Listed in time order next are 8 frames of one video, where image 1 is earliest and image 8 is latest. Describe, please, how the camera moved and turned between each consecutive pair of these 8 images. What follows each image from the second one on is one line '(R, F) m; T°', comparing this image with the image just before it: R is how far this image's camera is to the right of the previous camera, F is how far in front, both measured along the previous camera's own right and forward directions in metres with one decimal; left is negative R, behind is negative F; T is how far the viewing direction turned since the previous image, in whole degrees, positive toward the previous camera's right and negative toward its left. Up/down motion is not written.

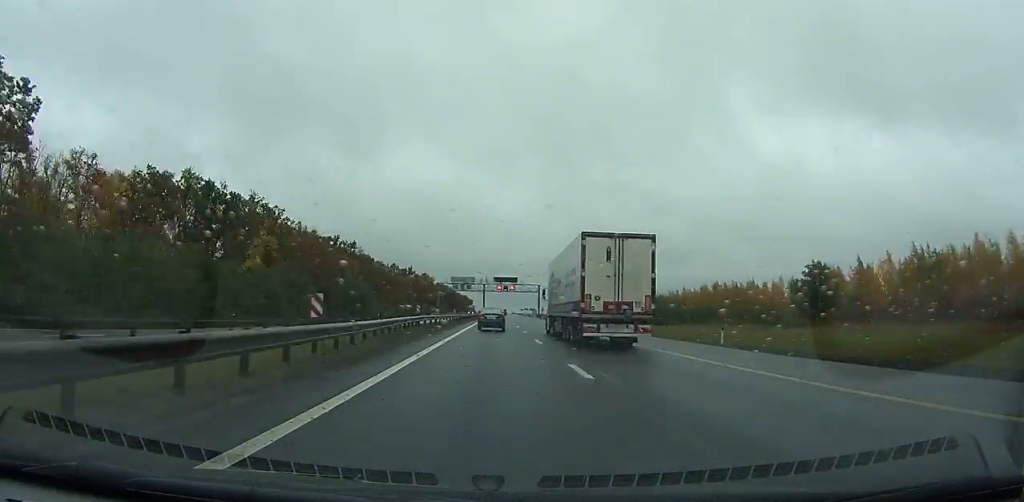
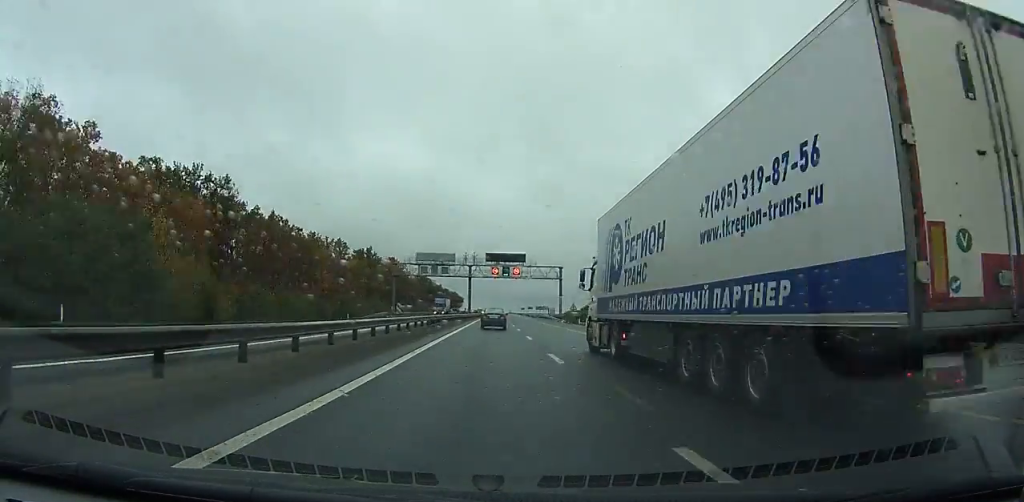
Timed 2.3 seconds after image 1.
(+0.1, +67.8) m; 0°
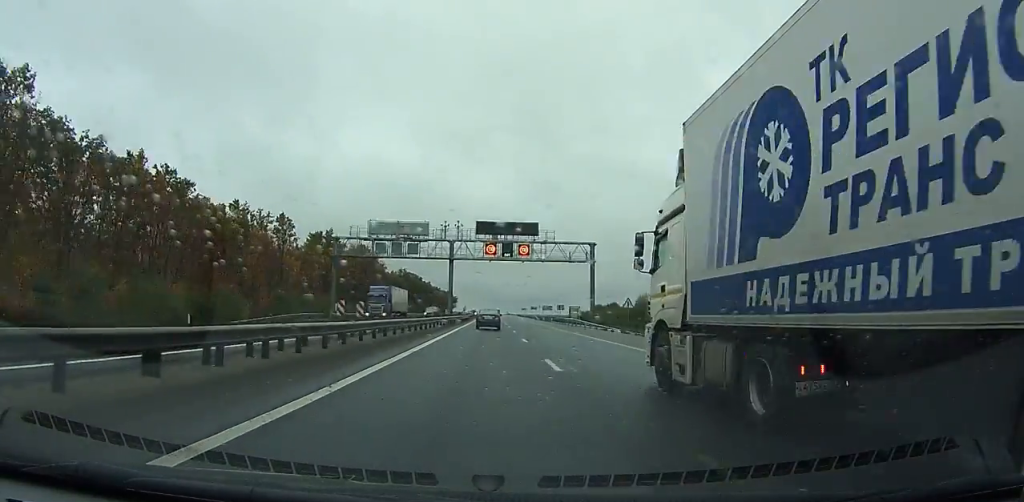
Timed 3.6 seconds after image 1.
(+0.1, +38.9) m; 0°
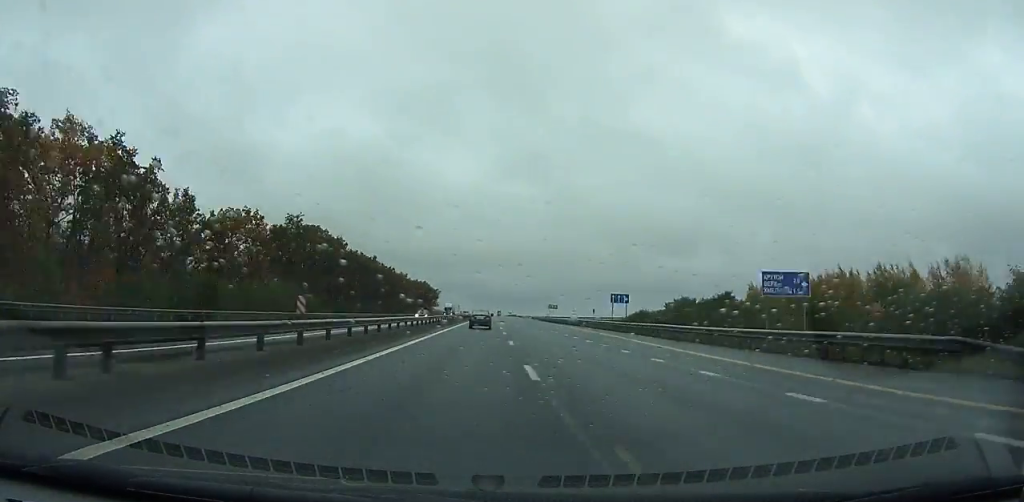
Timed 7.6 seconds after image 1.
(+0.3, +121.8) m; 0°
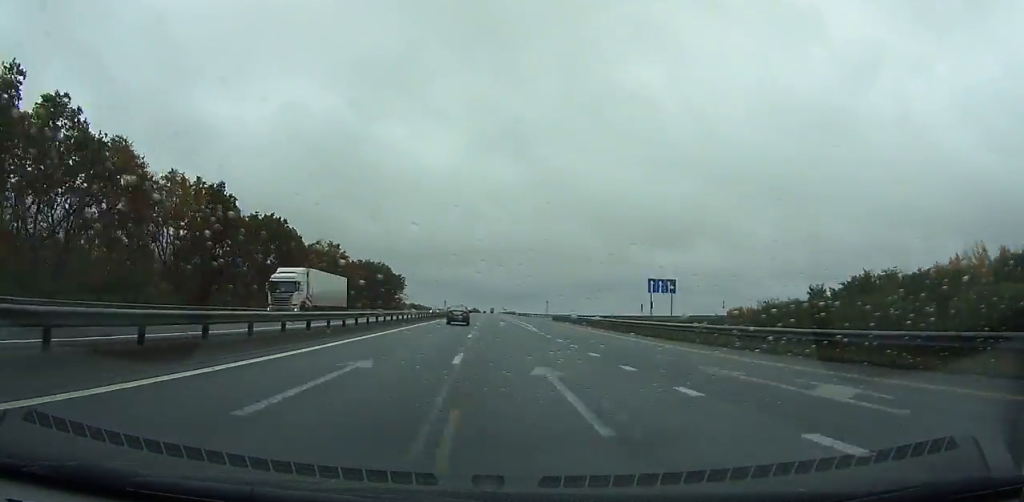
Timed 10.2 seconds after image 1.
(+0.4, +81.0) m; 0°
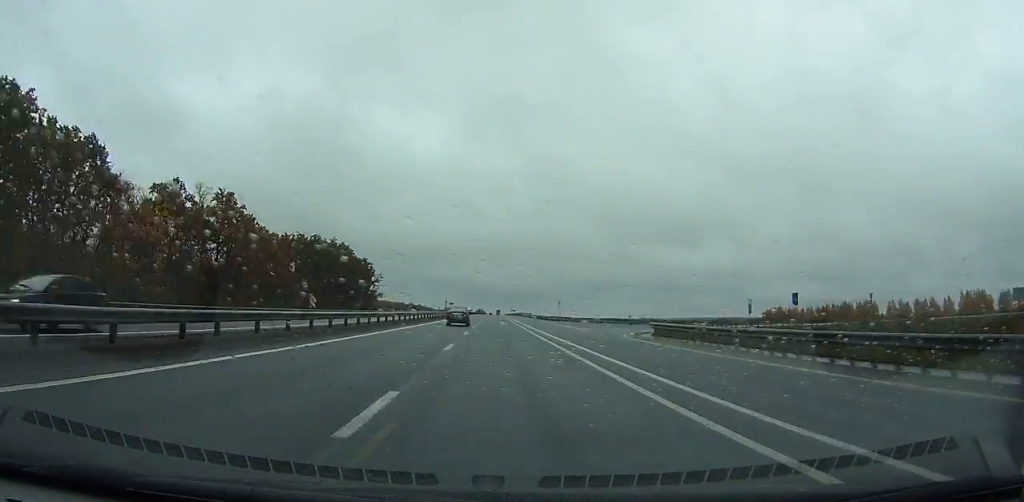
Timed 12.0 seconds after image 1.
(+0.1, +56.8) m; 0°
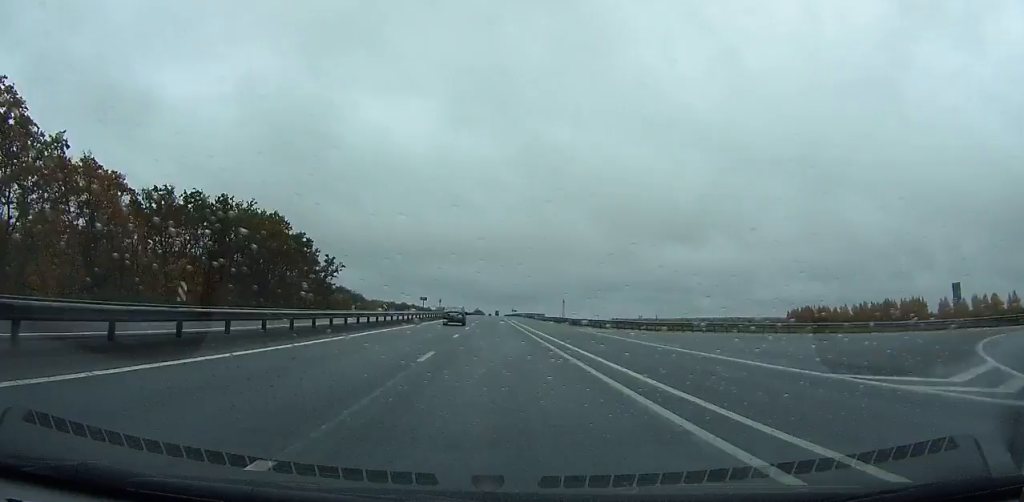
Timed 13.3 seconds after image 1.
(0.0, +41.0) m; 0°
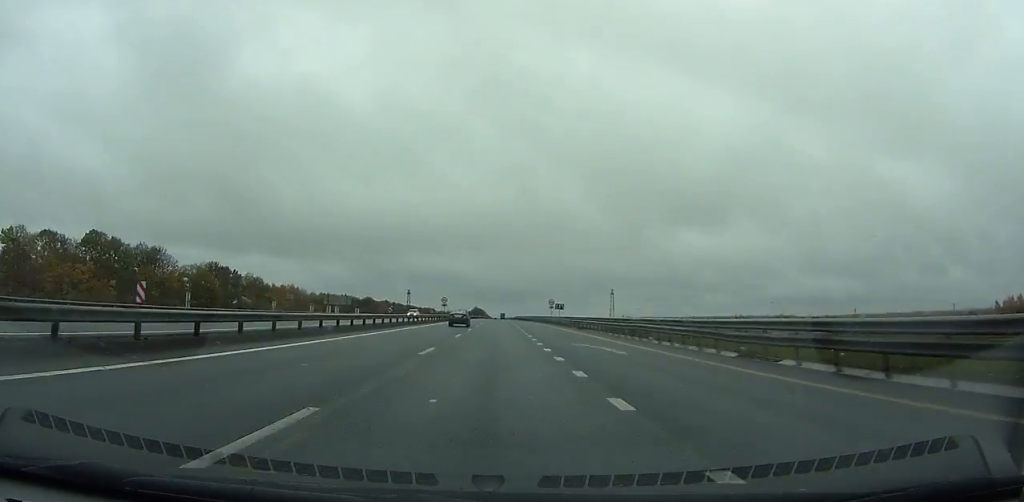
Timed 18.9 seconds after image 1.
(-0.4, +180.1) m; 0°
